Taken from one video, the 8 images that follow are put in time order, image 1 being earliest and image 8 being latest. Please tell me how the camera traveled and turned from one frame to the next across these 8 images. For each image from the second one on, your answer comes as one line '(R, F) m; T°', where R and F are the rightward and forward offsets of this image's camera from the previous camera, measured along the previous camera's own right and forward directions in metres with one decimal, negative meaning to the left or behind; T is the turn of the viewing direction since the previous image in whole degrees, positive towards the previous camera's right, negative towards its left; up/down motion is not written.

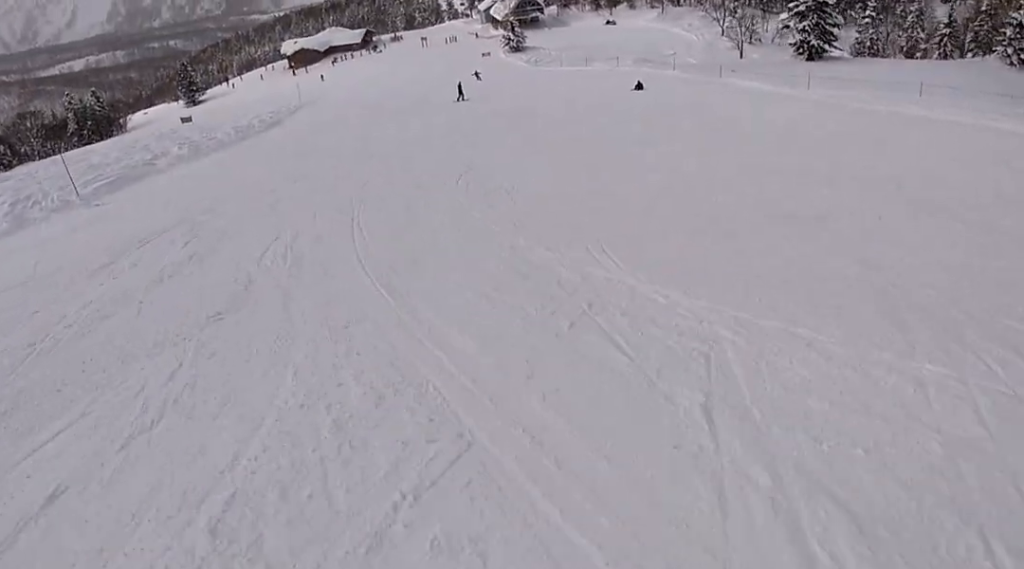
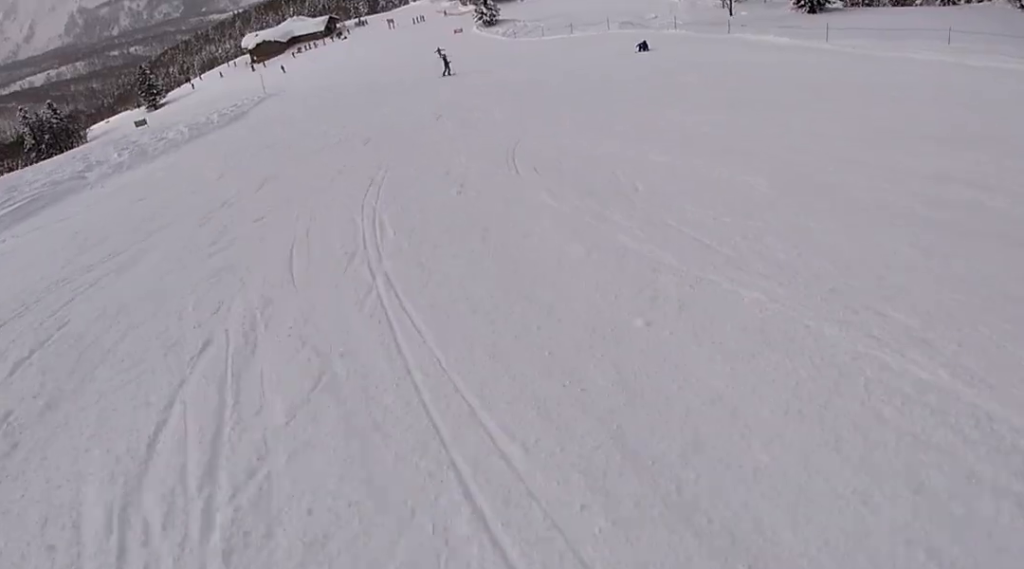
(+0.6, +5.8) m; +5°
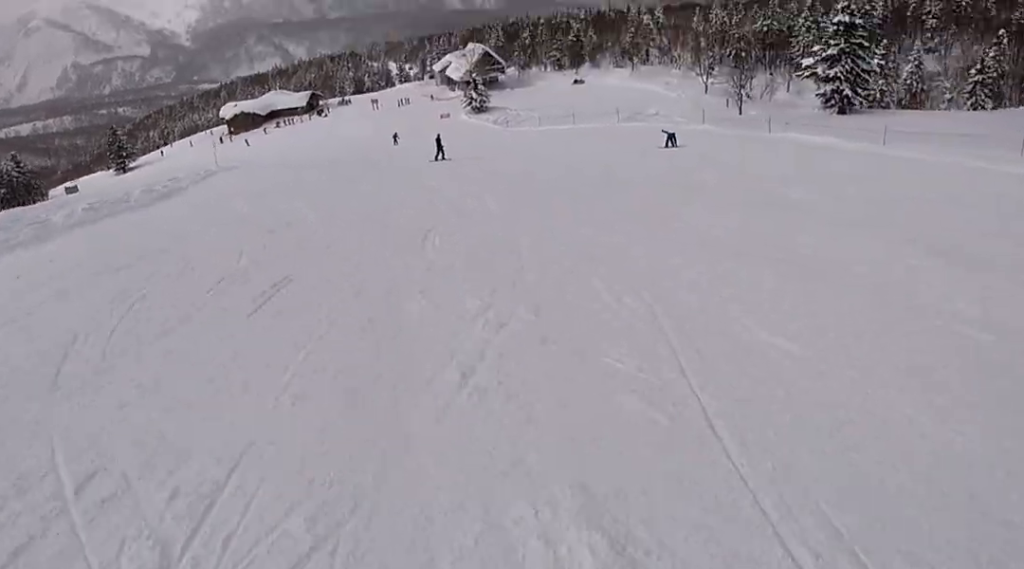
(+1.8, +10.0) m; +6°
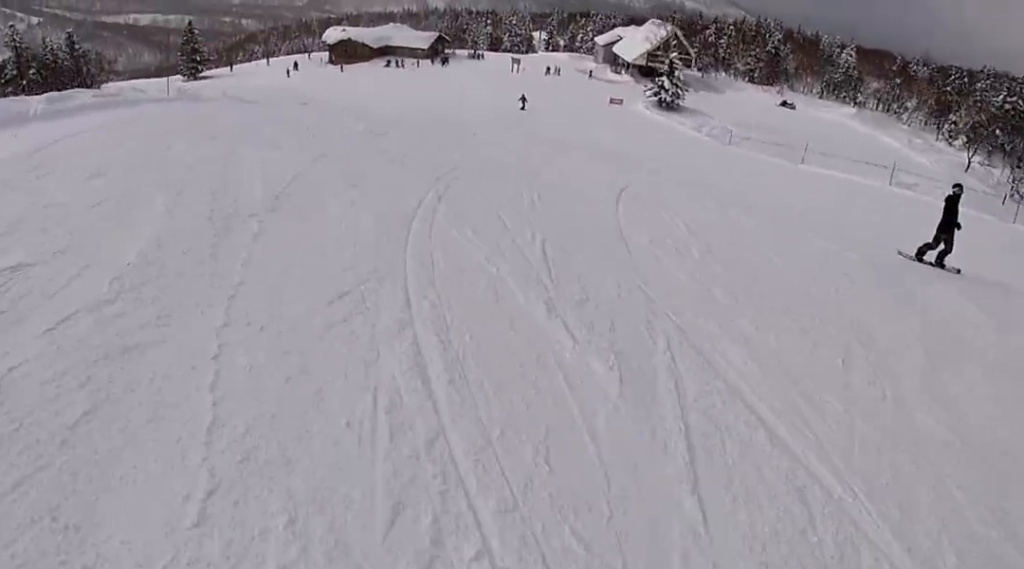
(-4.2, +30.7) m; -15°
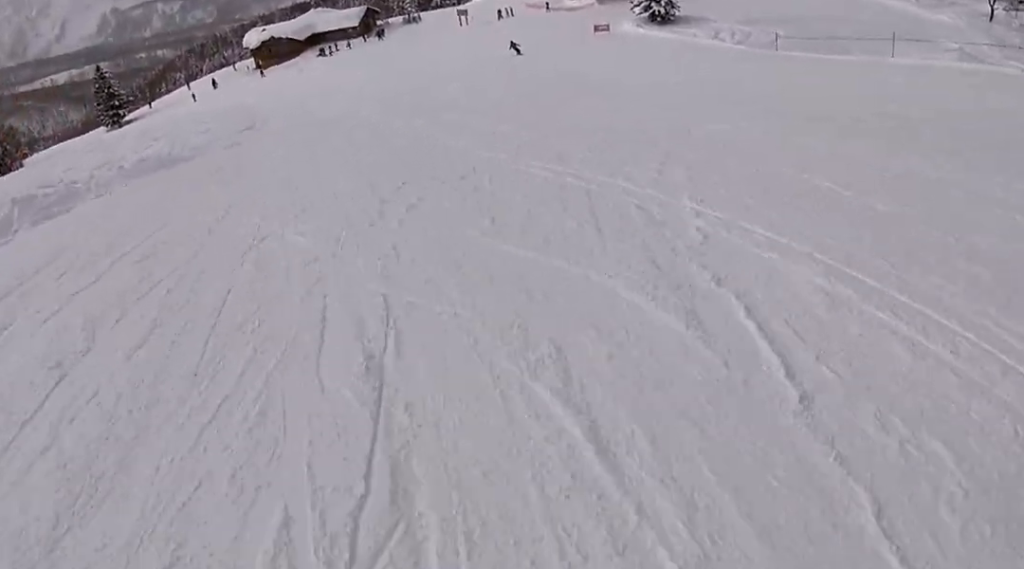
(-1.3, +12.0) m; +5°
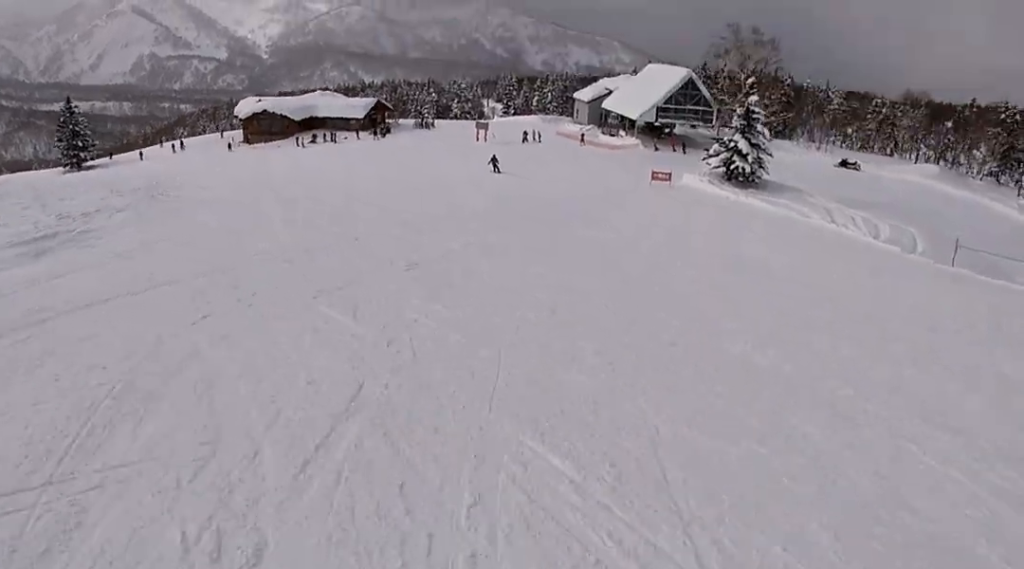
(+4.2, +18.3) m; +7°
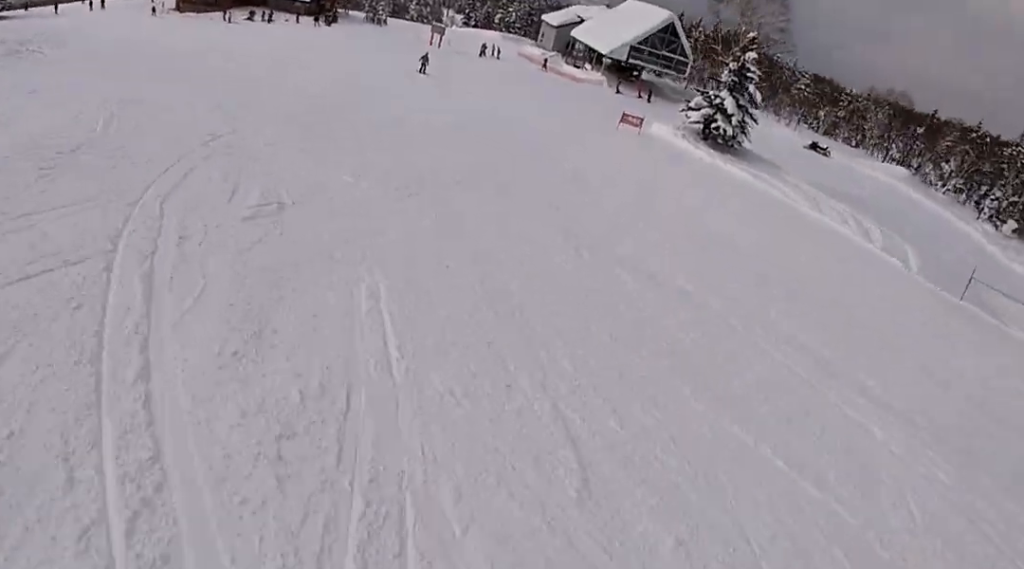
(+0.8, +5.8) m; -7°
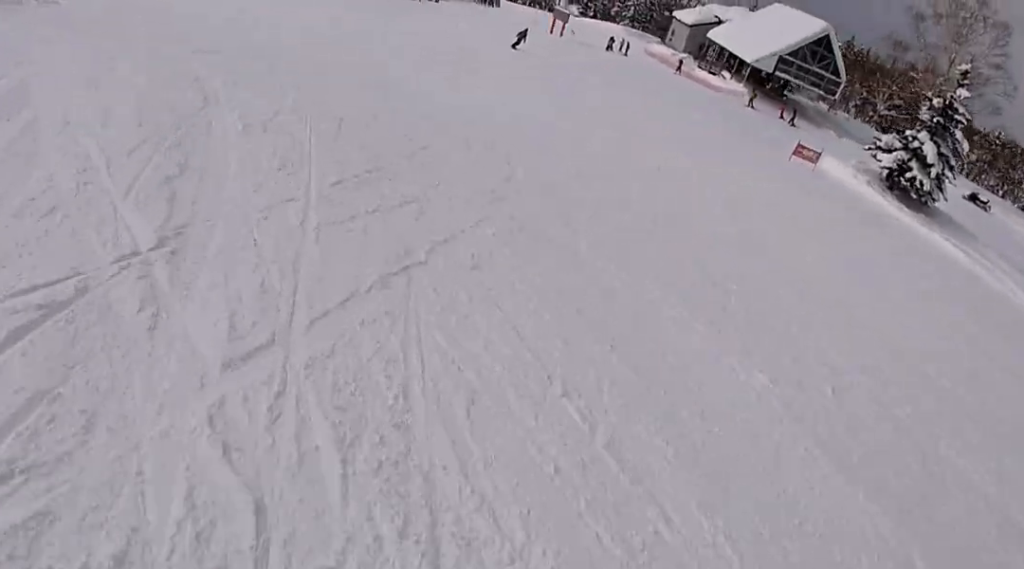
(-1.8, +8.0) m; -11°
